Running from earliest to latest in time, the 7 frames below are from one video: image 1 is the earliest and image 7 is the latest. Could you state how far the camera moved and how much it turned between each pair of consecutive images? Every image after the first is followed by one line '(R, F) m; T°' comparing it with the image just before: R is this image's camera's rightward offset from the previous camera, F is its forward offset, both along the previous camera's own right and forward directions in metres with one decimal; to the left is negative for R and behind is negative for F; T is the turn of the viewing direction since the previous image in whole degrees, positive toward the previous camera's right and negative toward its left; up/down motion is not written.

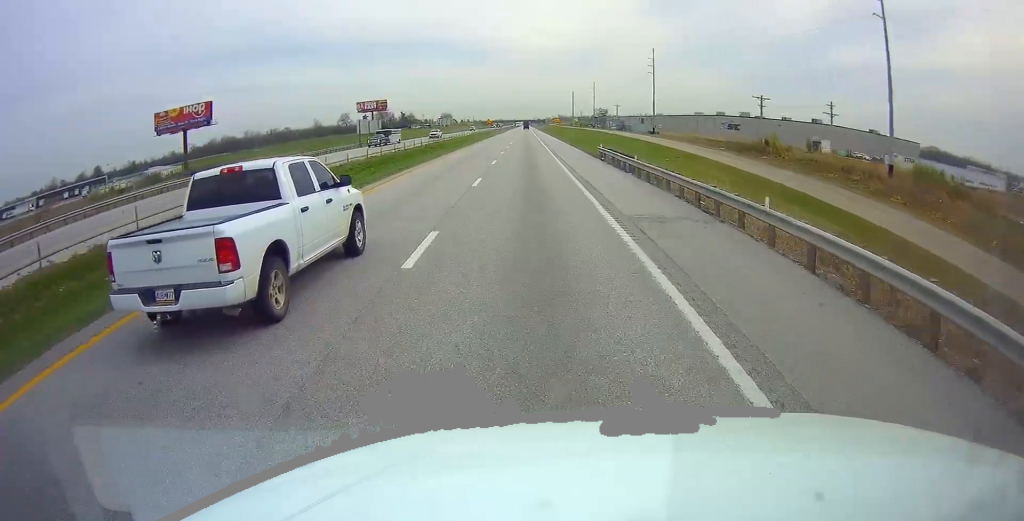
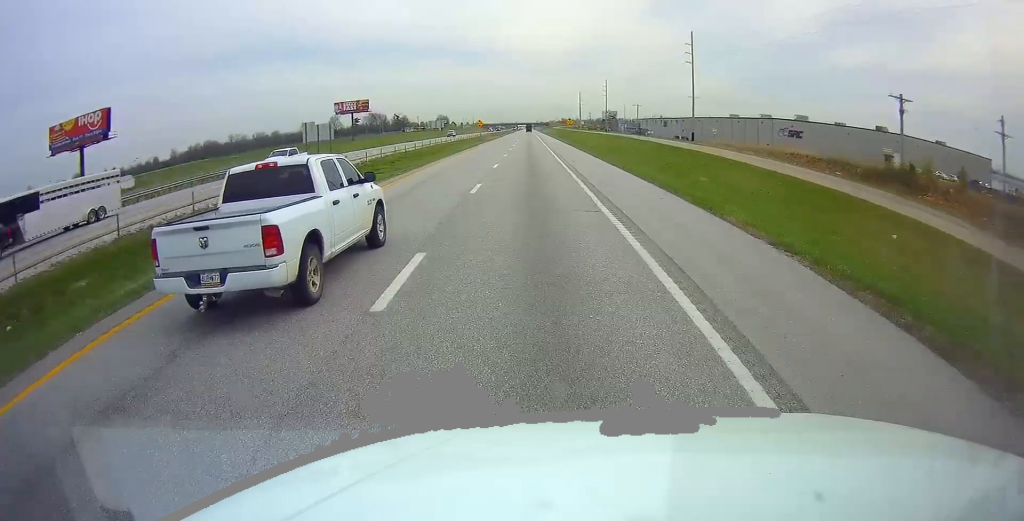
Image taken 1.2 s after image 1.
(-0.4, +41.6) m; -1°
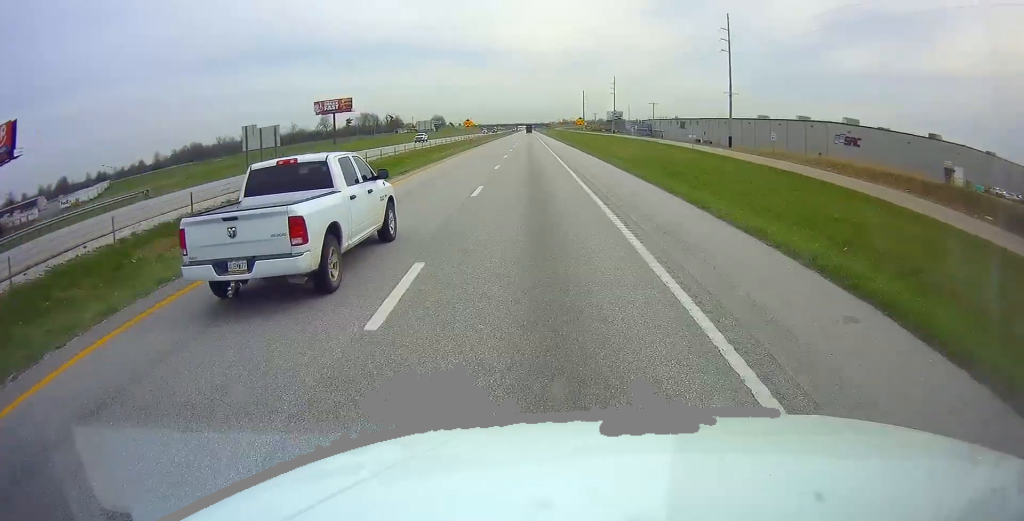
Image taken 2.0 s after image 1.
(0.0, +25.1) m; 0°
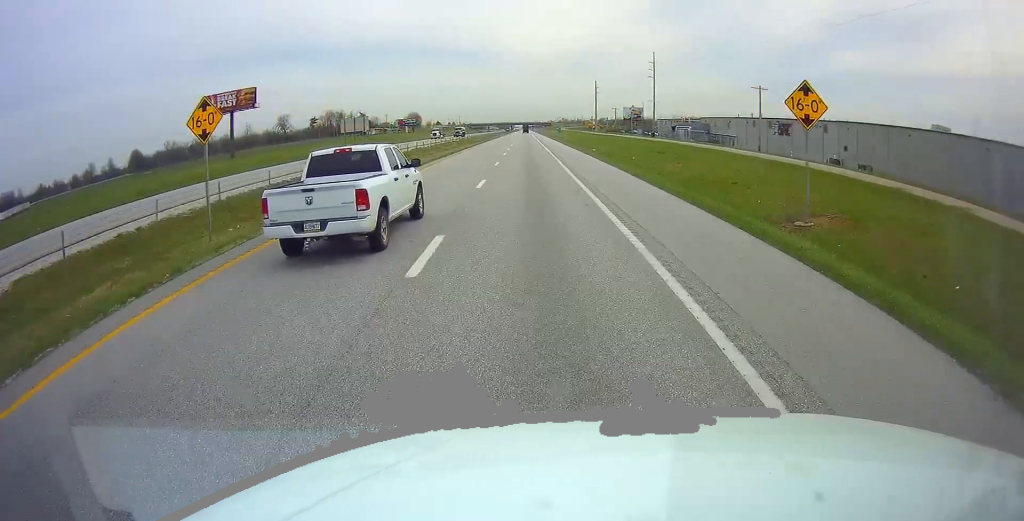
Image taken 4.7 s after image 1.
(+0.4, +75.0) m; +1°
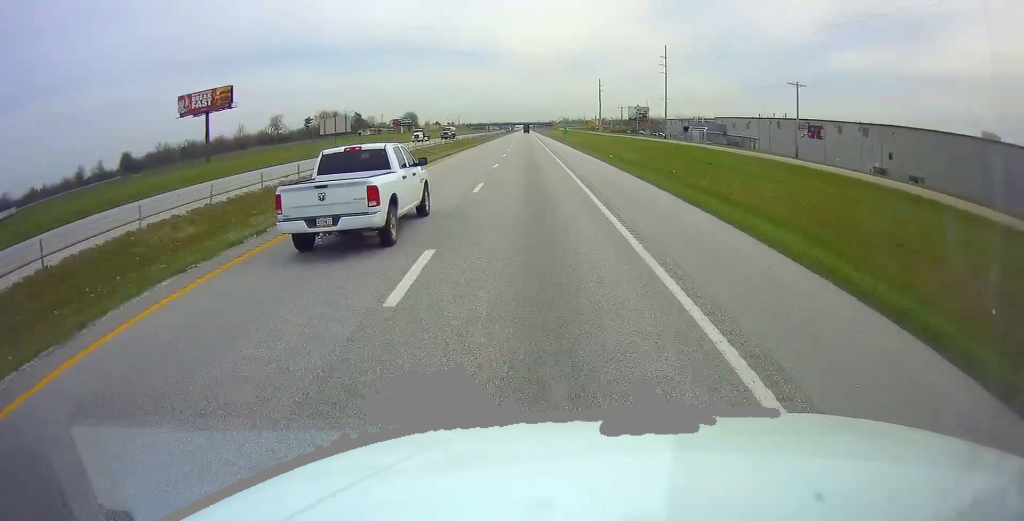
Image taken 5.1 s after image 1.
(+0.1, +12.5) m; 0°
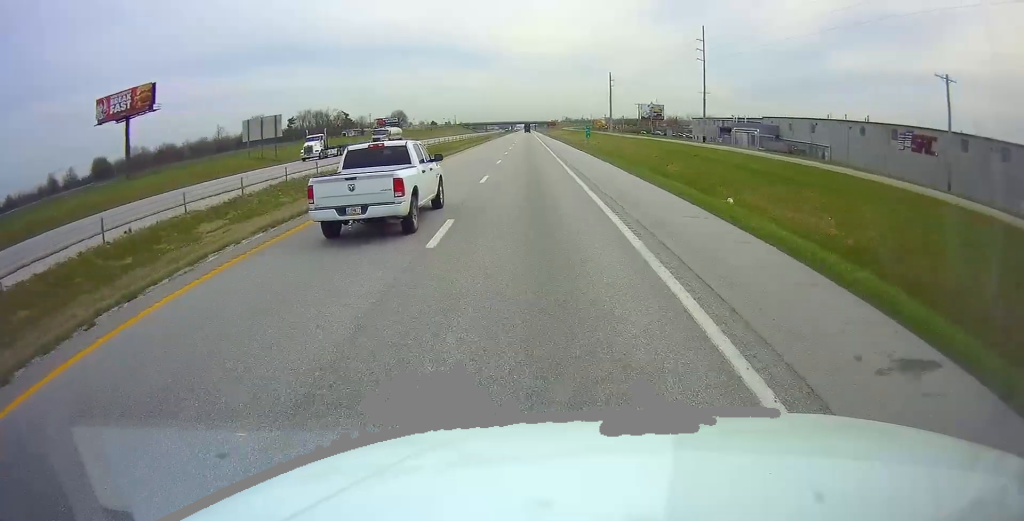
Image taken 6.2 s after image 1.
(-0.1, +31.2) m; -1°
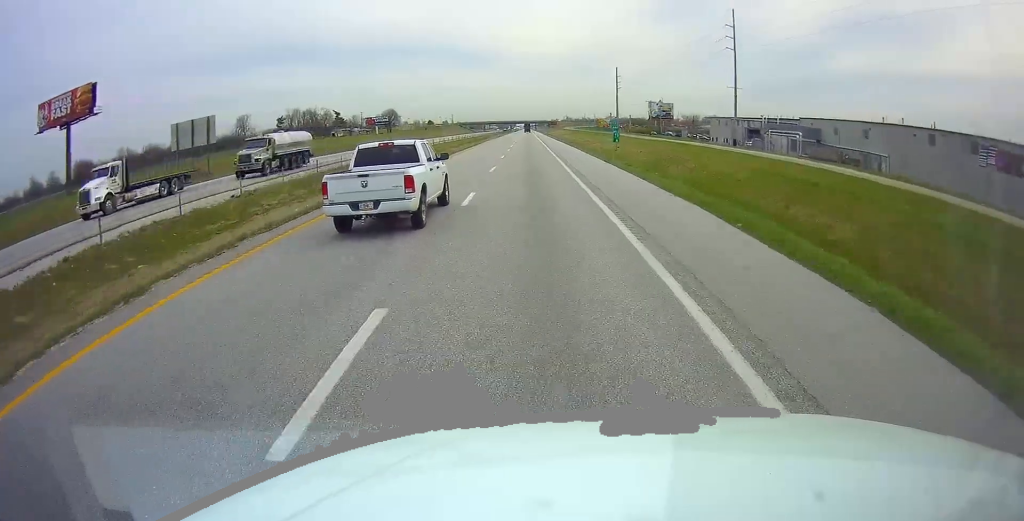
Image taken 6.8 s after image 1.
(-0.1, +17.9) m; 0°
